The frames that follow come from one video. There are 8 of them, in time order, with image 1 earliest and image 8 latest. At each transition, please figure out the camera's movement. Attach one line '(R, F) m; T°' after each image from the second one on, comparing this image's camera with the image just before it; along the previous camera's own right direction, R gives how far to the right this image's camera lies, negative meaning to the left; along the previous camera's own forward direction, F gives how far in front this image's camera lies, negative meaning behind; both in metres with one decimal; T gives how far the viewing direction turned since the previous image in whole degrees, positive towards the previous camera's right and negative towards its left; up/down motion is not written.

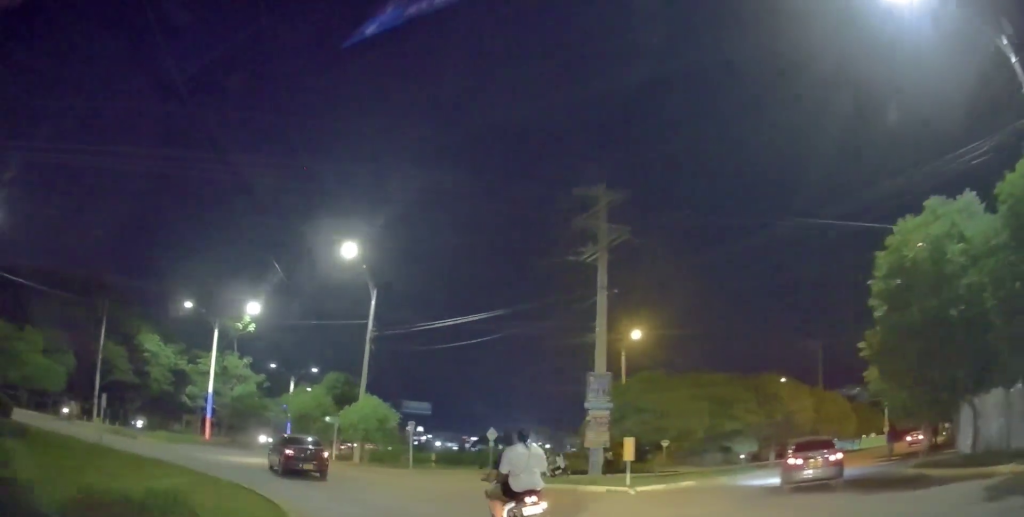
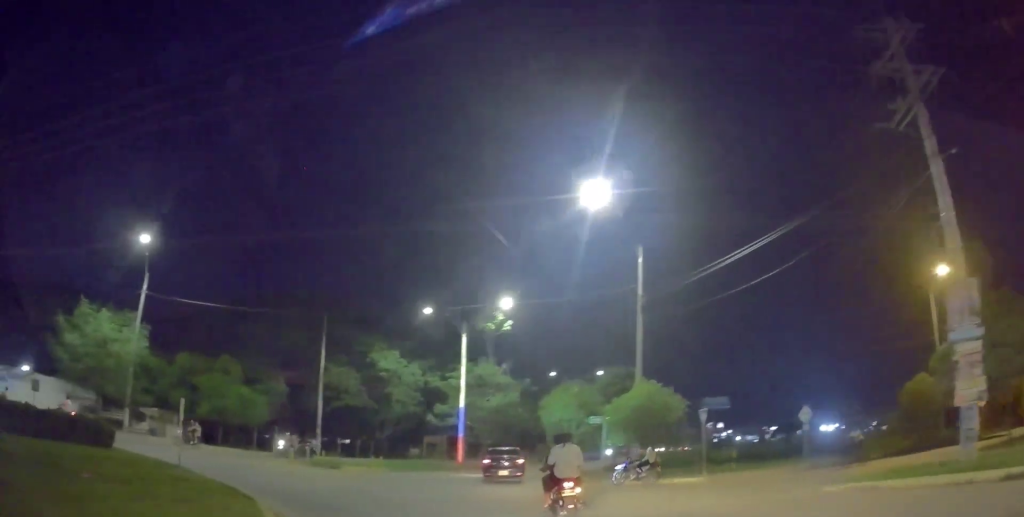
(-1.2, +8.5) m; -19°
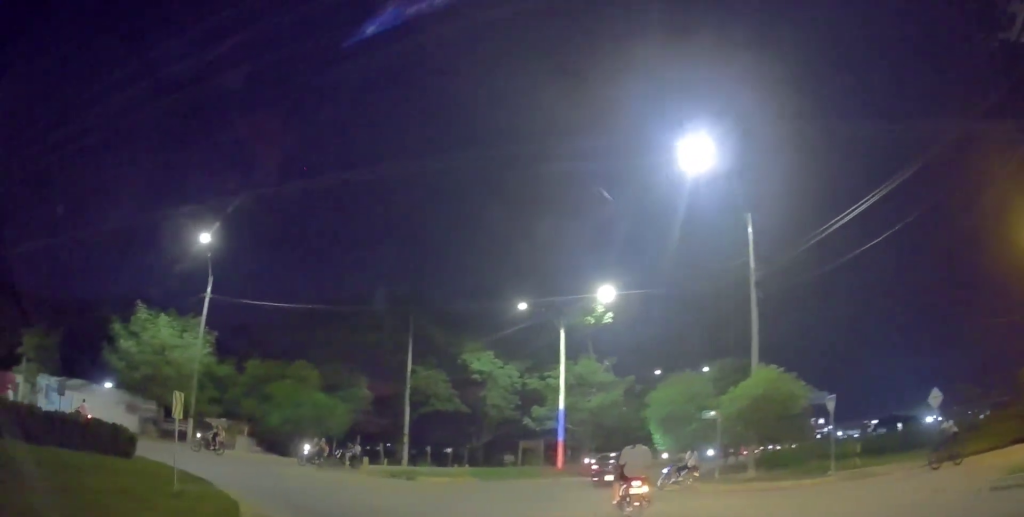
(-0.2, +3.4) m; -7°
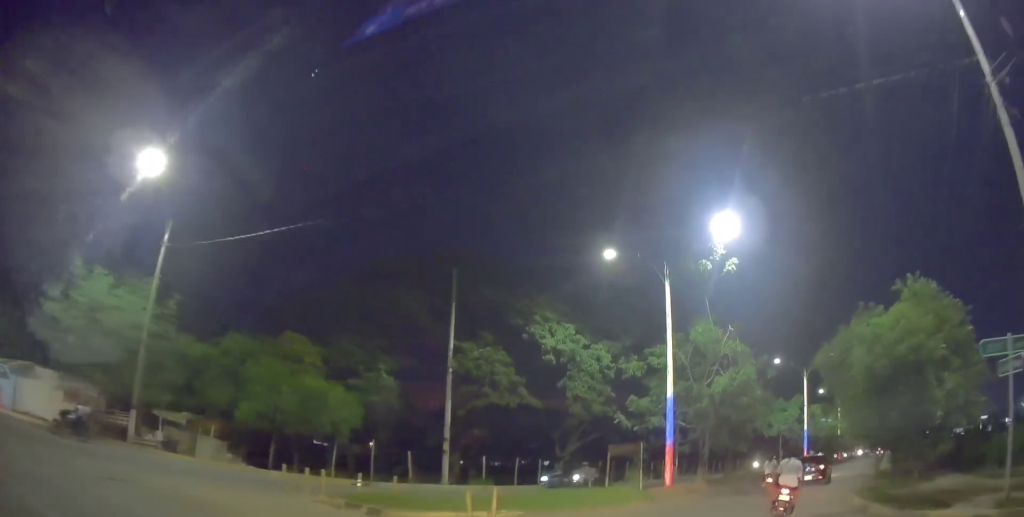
(-1.3, +12.3) m; -11°
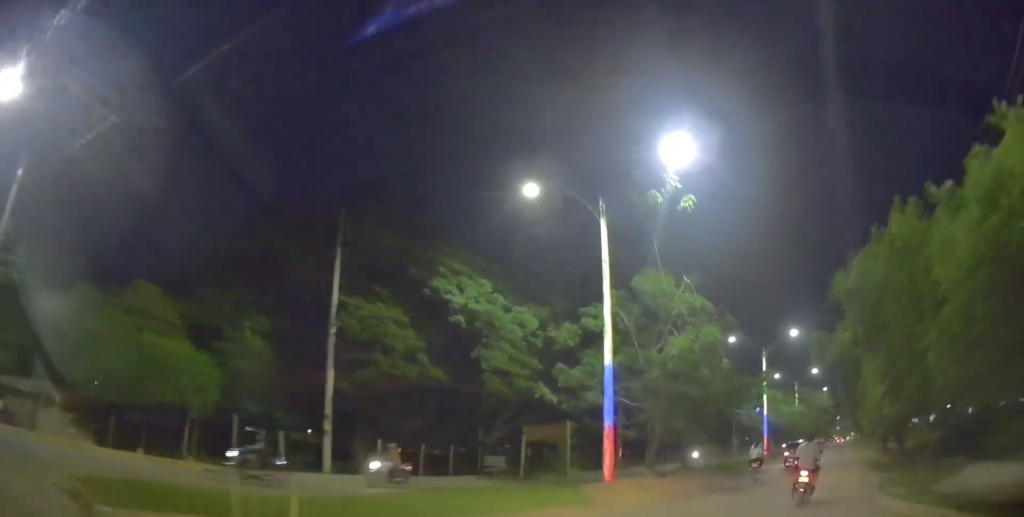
(-0.6, +6.0) m; +3°
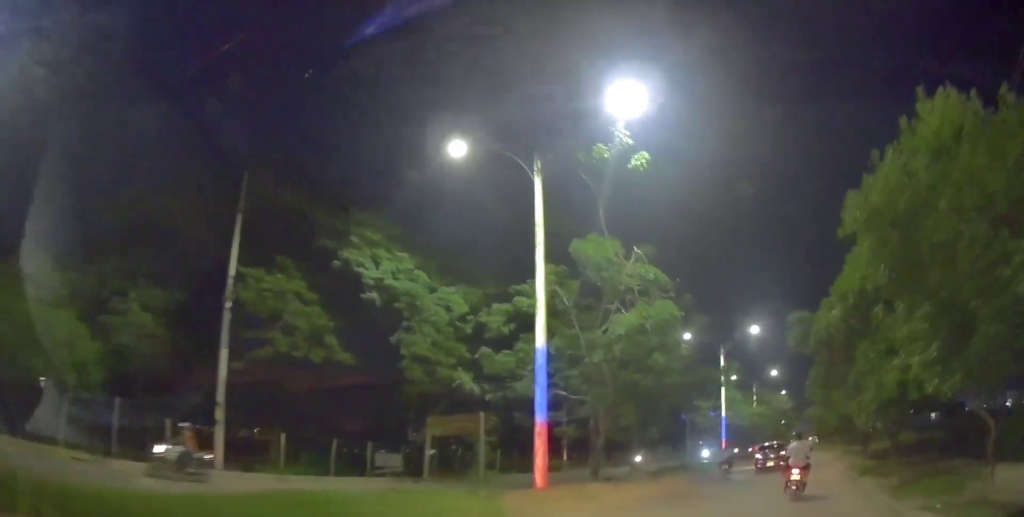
(+0.3, +3.5) m; +4°
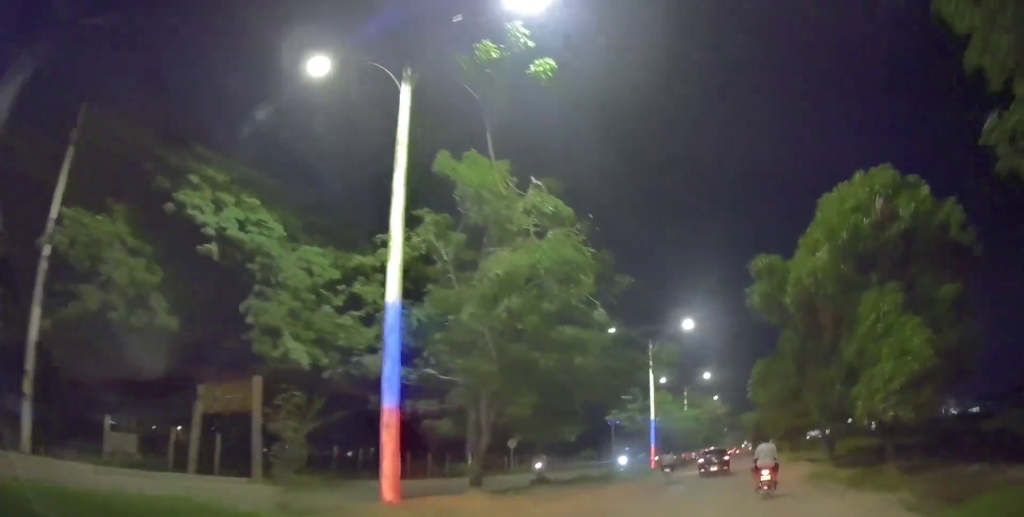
(+0.4, +5.0) m; +6°
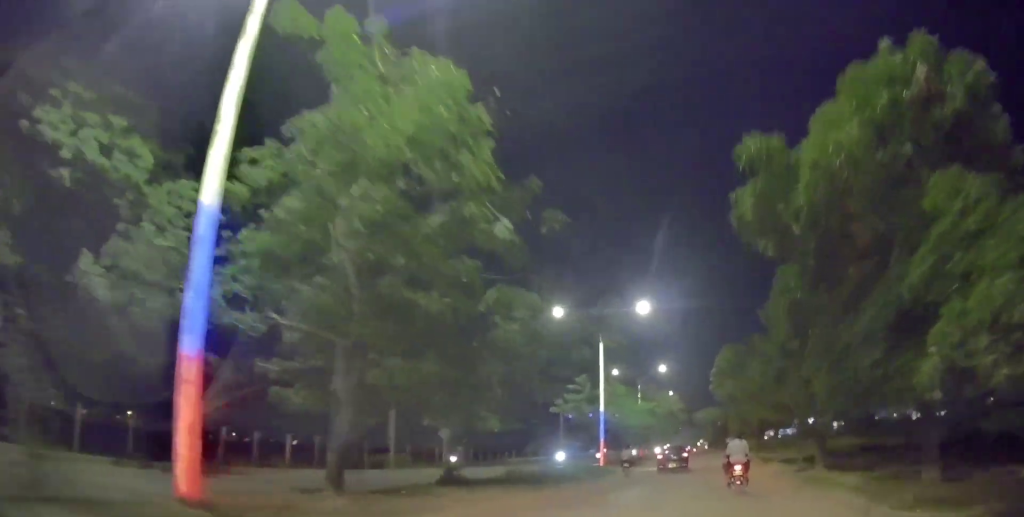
(+0.1, +4.5) m; +3°
